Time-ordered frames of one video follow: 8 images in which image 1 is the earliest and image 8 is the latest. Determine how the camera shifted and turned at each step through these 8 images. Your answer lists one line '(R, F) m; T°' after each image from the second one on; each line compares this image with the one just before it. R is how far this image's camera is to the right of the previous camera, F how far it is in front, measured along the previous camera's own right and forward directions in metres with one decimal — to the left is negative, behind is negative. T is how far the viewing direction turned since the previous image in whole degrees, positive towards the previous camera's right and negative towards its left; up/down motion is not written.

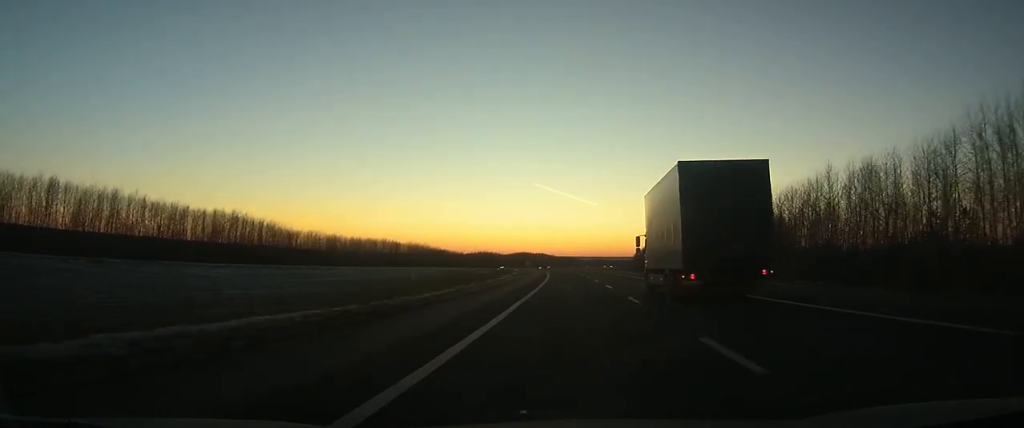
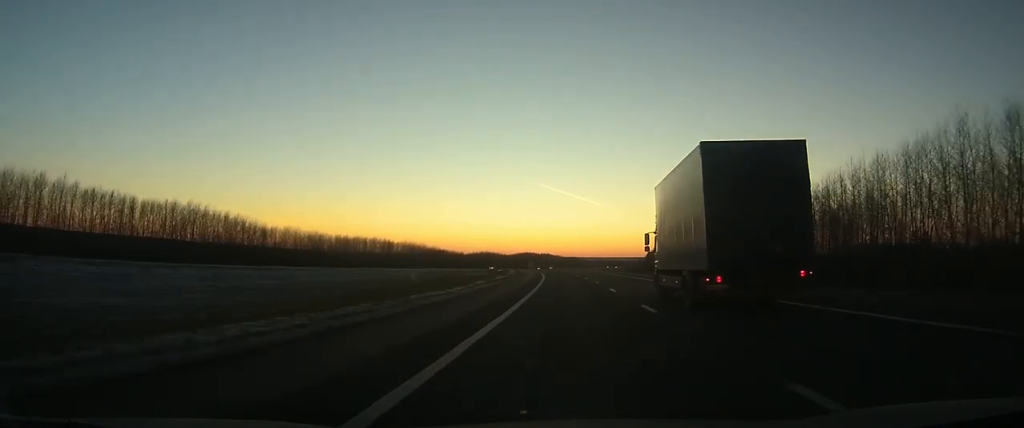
(-0.1, +27.4) m; -1°
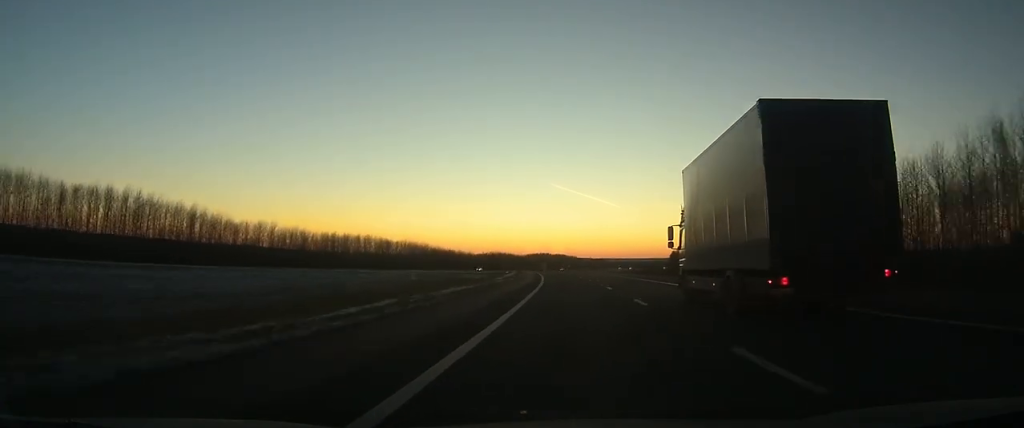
(-0.3, +33.0) m; -1°
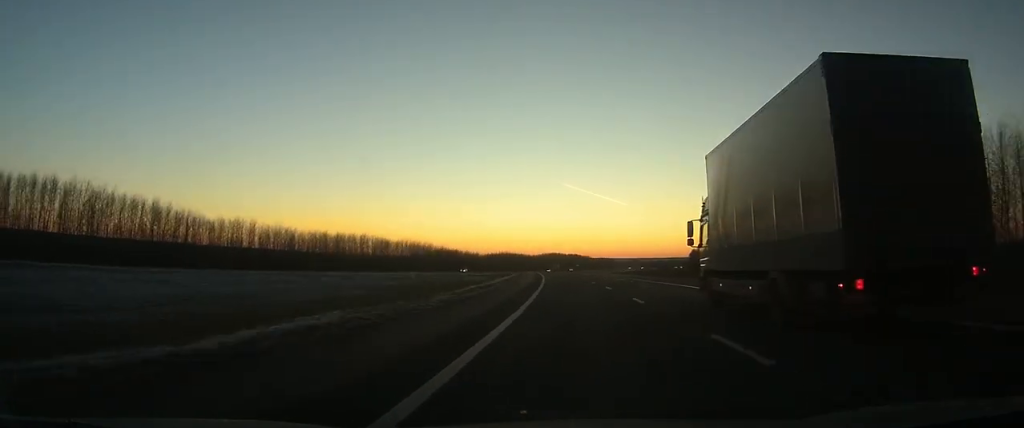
(-0.2, +22.1) m; -1°
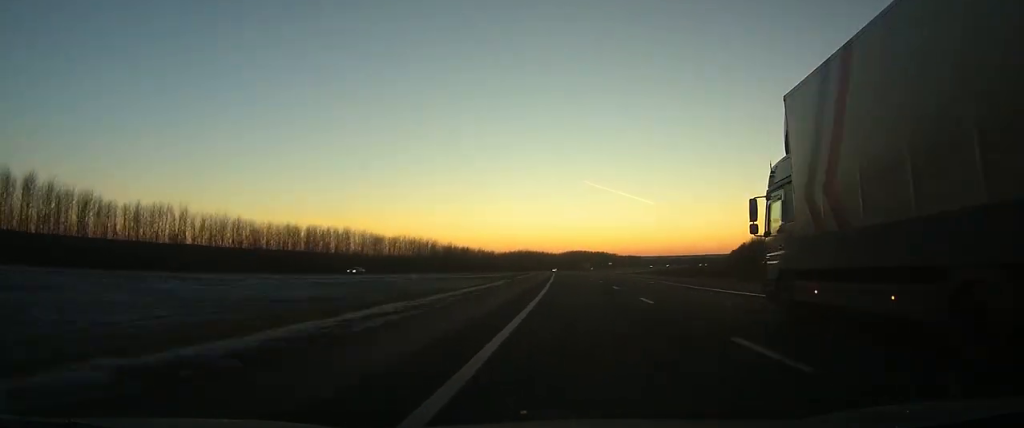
(-0.9, +47.9) m; -2°
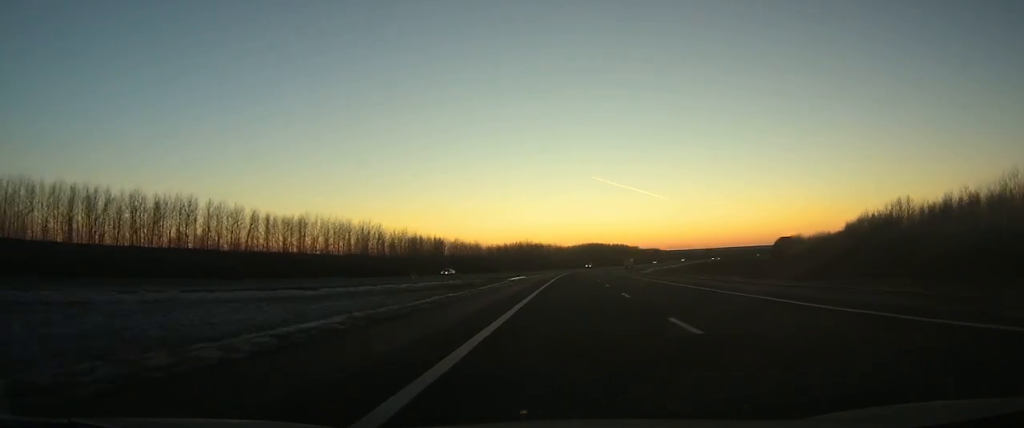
(-1.7, +103.3) m; -1°
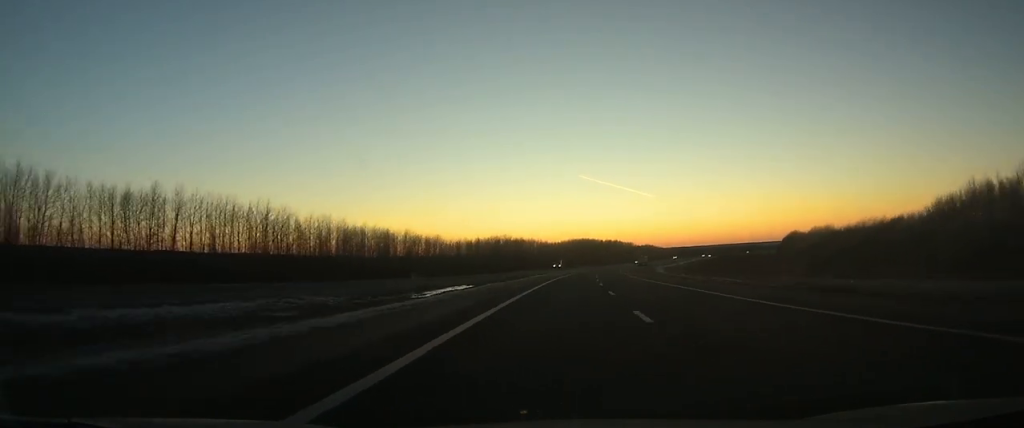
(+0.2, +56.9) m; +1°
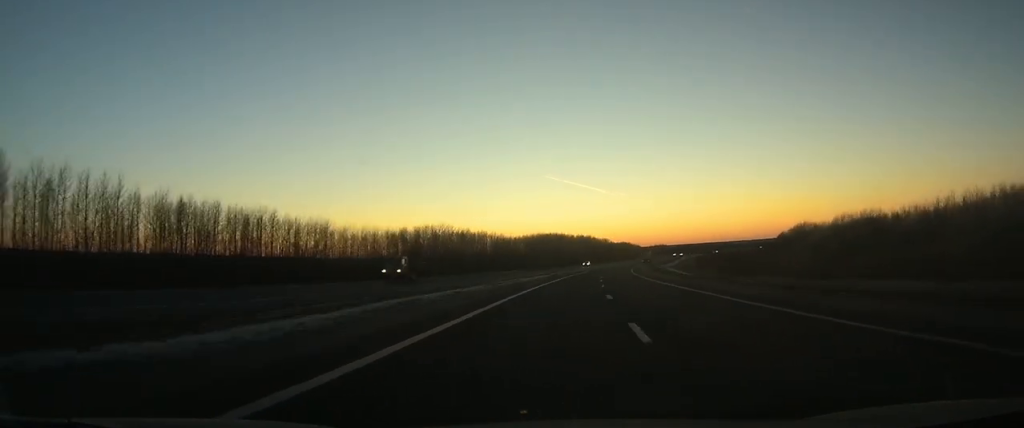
(+1.3, +72.5) m; +3°
